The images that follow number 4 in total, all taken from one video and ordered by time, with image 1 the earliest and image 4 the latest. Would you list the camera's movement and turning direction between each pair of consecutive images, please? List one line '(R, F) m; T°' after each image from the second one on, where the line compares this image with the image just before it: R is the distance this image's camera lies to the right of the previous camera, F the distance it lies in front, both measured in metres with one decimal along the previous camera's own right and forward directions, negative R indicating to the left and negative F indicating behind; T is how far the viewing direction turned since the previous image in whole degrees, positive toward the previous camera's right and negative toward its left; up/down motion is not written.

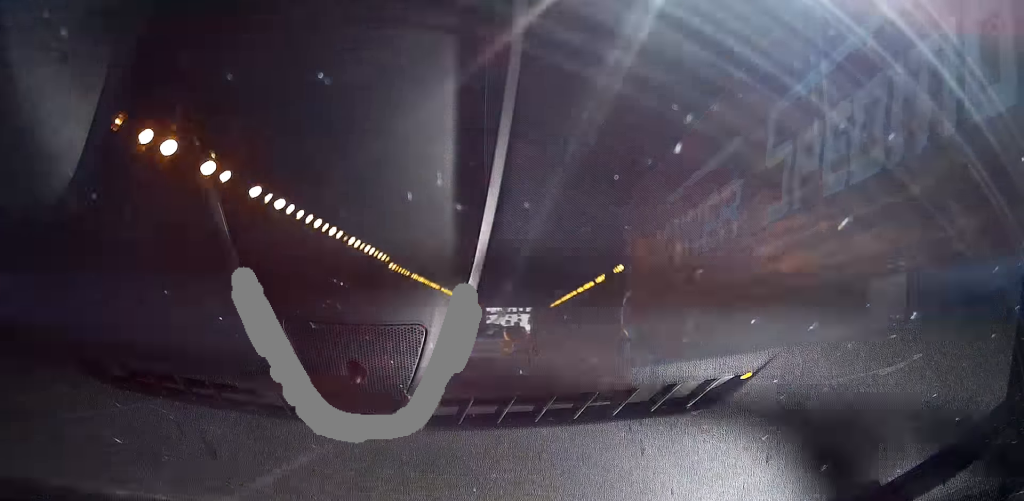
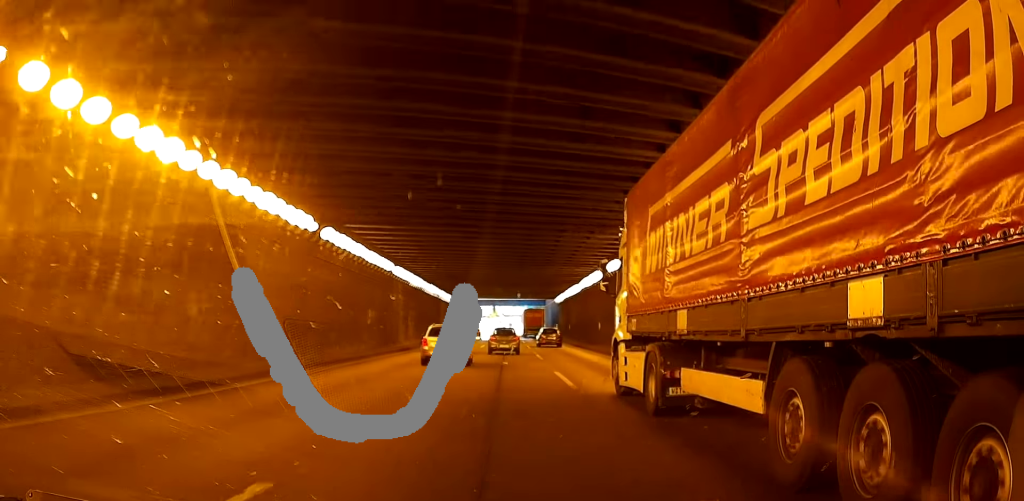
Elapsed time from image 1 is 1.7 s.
(+1.2, +37.3) m; +3°
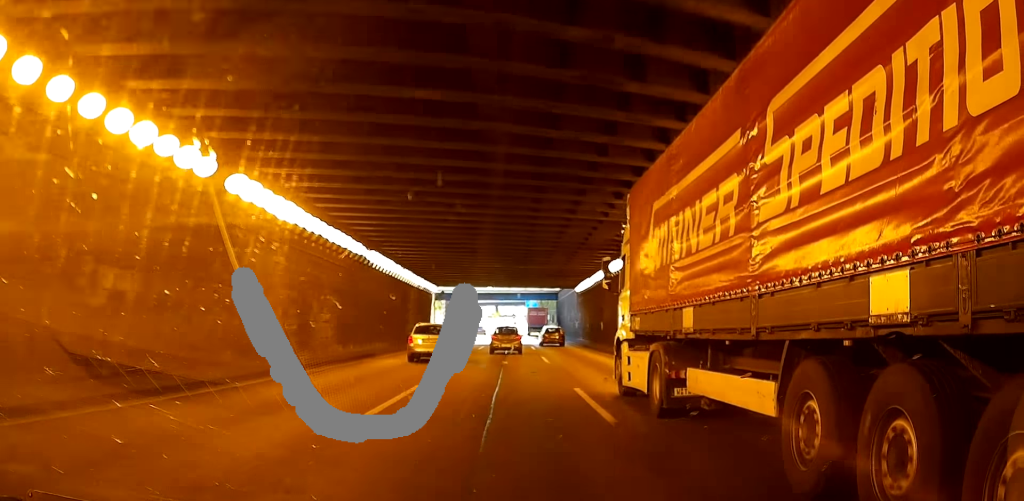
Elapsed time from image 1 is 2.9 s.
(-0.1, +24.3) m; -1°
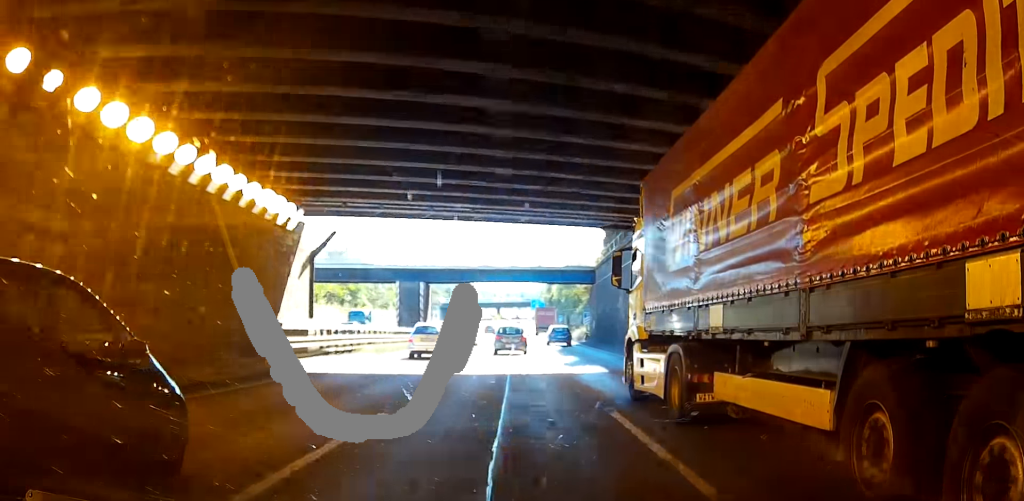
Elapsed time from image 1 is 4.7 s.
(-0.1, +40.1) m; 0°
